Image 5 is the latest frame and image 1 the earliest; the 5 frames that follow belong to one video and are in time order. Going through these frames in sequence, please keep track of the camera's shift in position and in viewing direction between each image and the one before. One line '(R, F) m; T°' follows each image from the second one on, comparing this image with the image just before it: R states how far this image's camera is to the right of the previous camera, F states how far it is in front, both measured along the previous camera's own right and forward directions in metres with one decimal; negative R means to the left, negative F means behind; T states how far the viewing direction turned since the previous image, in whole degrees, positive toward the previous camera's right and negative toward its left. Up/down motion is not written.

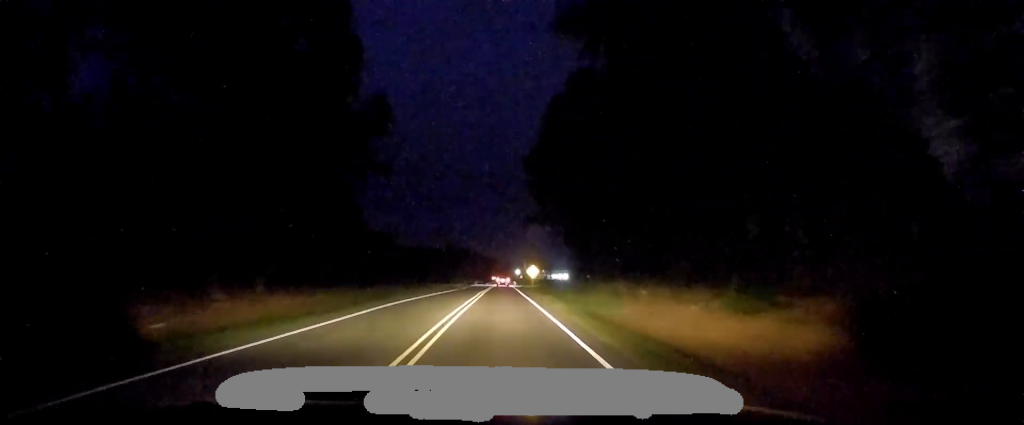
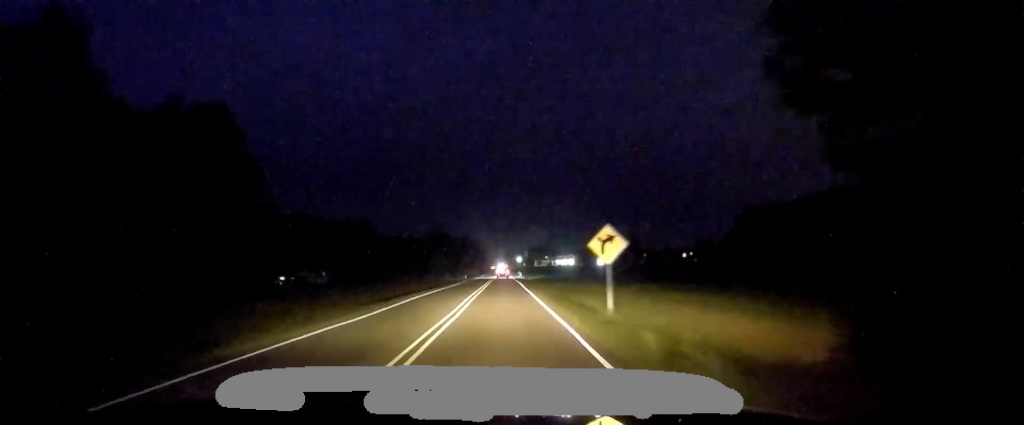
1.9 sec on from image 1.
(0.0, +46.9) m; +1°
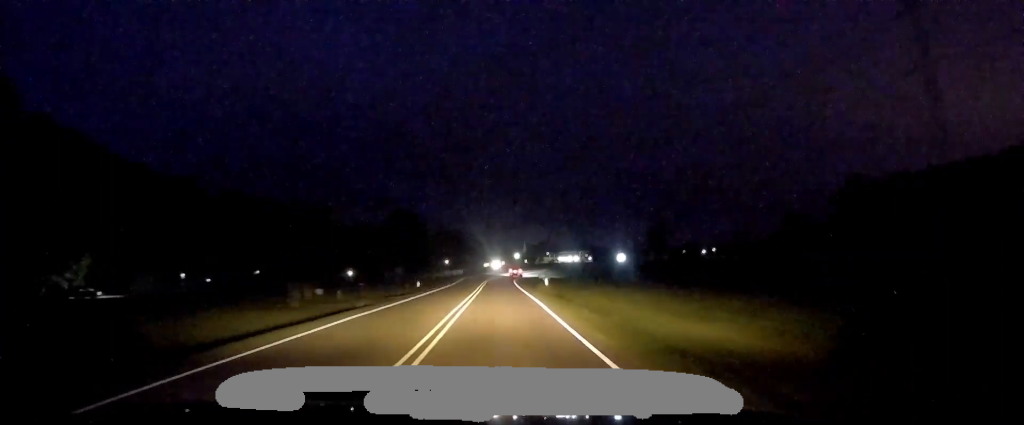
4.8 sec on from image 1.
(-0.5, +67.4) m; -2°
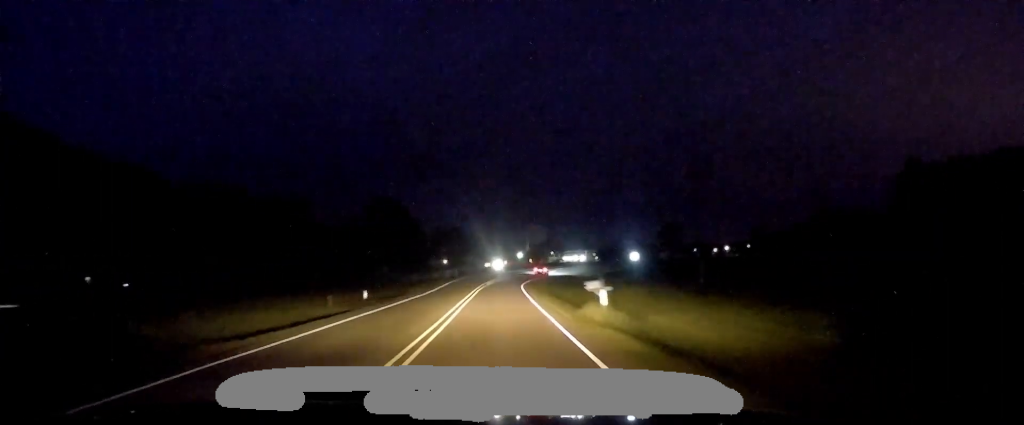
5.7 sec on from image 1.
(+0.2, +22.7) m; +1°
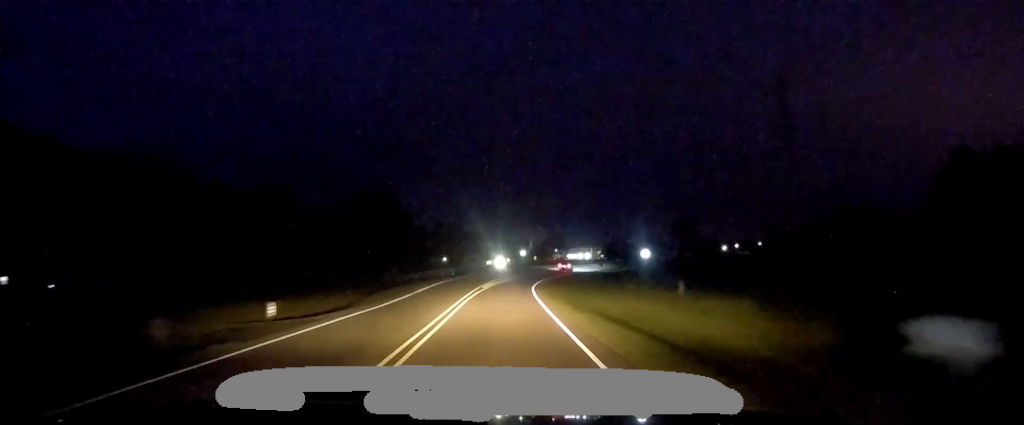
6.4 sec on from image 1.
(+0.4, +14.8) m; +1°
